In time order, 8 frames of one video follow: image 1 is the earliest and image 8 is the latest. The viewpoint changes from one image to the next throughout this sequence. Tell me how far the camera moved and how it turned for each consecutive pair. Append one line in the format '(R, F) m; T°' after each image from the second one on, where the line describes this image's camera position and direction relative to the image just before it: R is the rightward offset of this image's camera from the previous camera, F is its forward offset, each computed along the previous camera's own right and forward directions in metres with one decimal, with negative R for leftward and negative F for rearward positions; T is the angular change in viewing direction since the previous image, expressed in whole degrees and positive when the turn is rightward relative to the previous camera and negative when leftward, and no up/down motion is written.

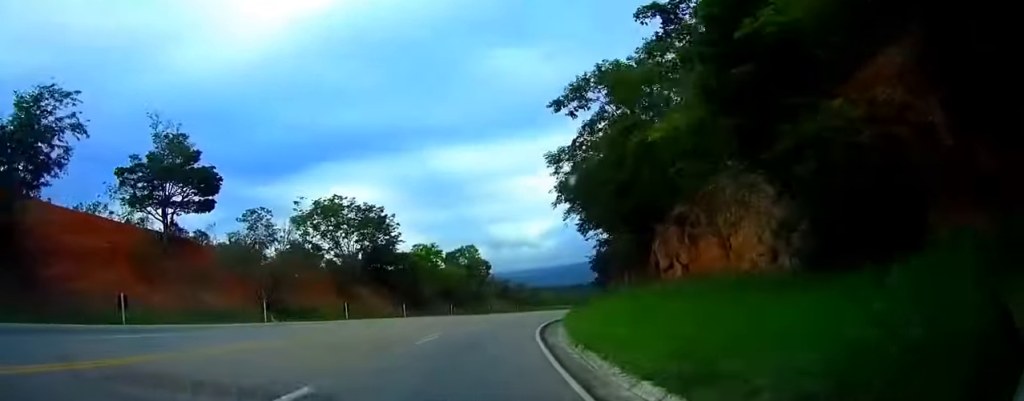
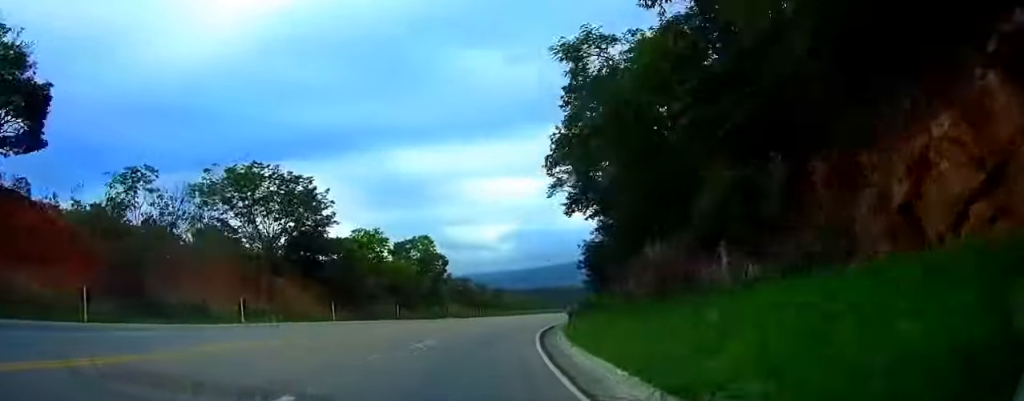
(+0.5, +17.3) m; +4°
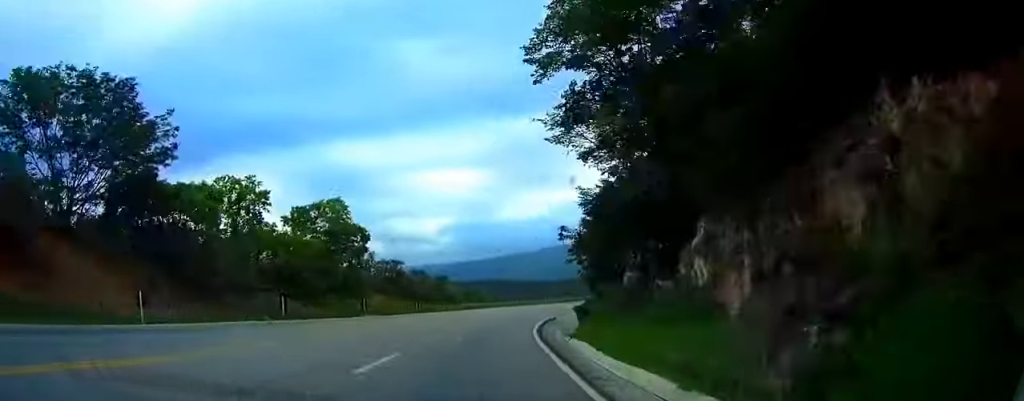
(+1.2, +25.2) m; +5°
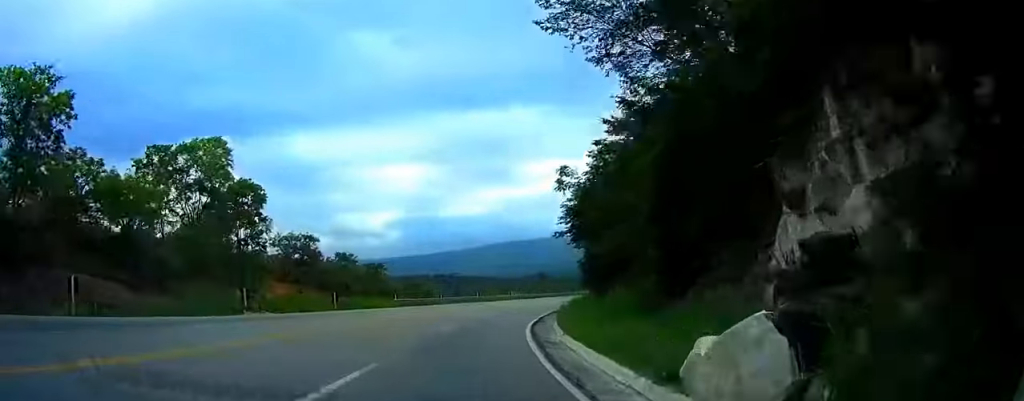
(+0.7, +20.4) m; +4°
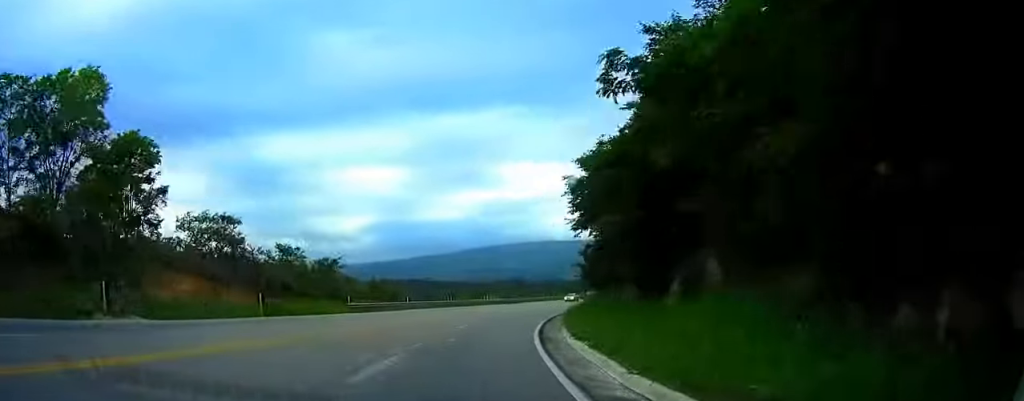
(+0.1, +13.6) m; +3°
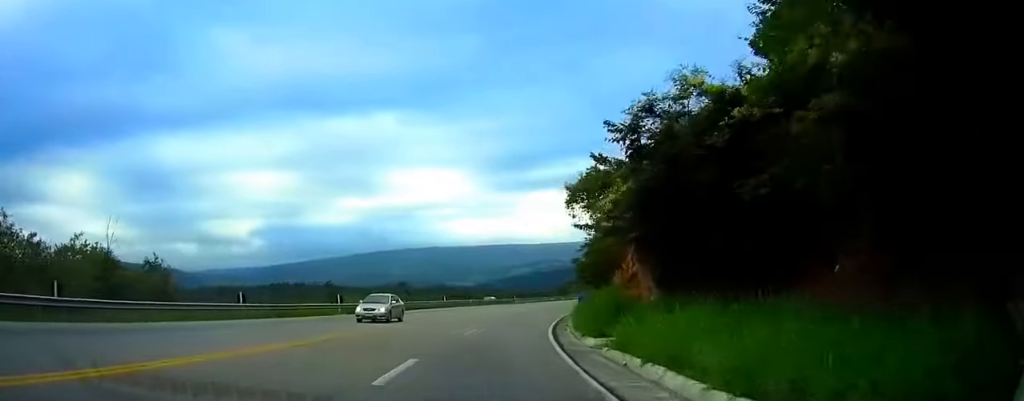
(+4.1, +47.9) m; +9°
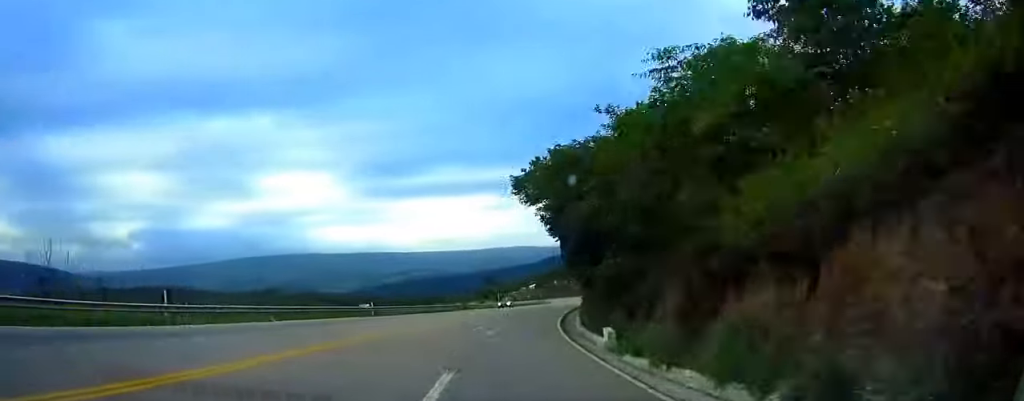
(+4.6, +50.8) m; +12°
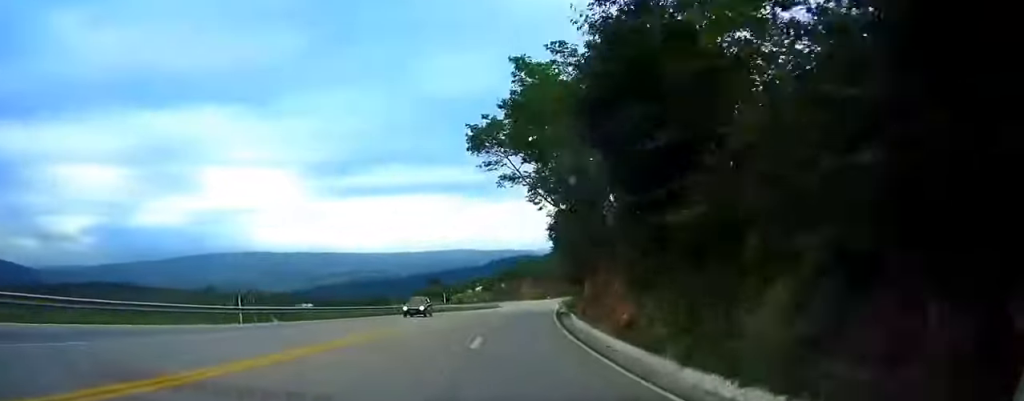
(+1.6, +22.1) m; +4°
